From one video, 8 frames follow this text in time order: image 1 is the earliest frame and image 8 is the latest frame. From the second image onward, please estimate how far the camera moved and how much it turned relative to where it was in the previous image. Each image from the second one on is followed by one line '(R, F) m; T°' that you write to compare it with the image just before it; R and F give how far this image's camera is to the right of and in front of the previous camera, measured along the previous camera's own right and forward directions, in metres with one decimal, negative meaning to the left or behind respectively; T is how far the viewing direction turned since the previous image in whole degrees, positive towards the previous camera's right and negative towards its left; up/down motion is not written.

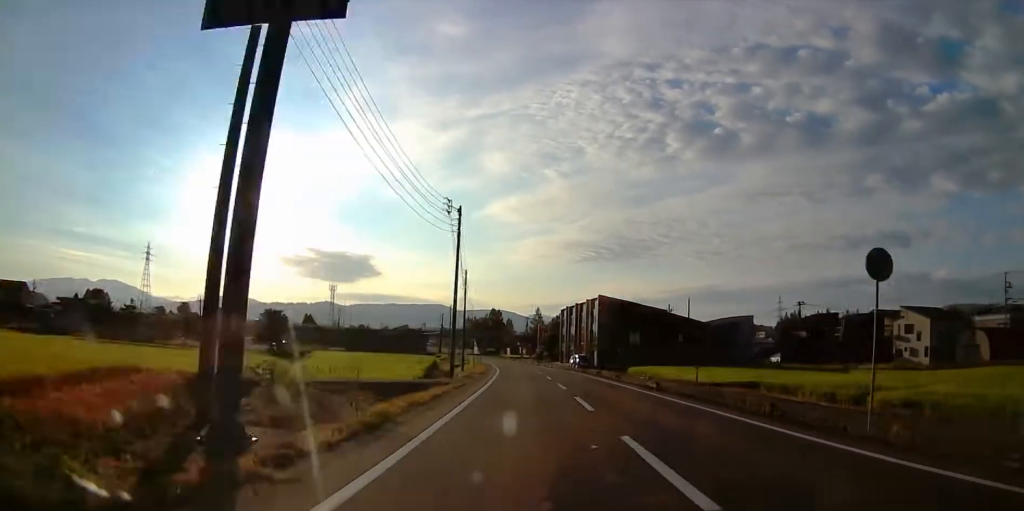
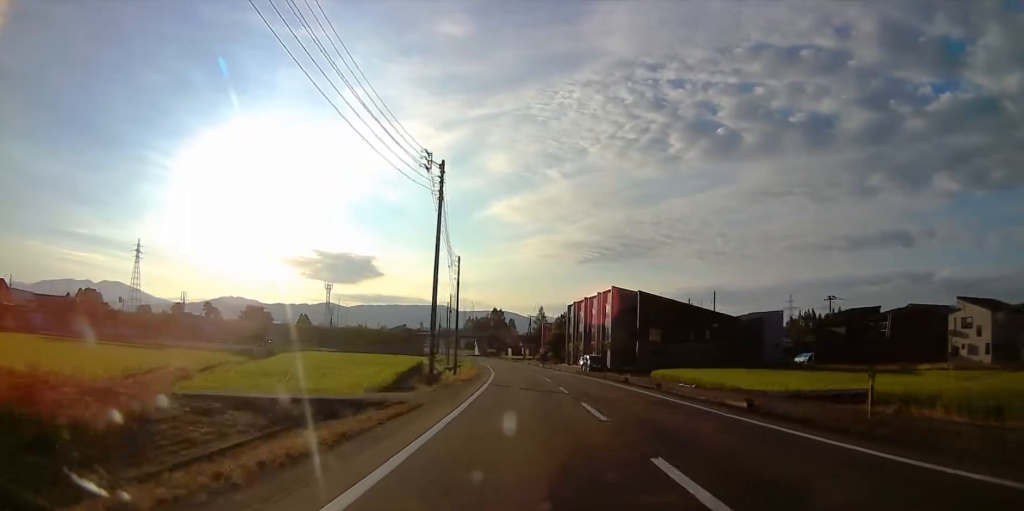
(0.0, +13.0) m; 0°
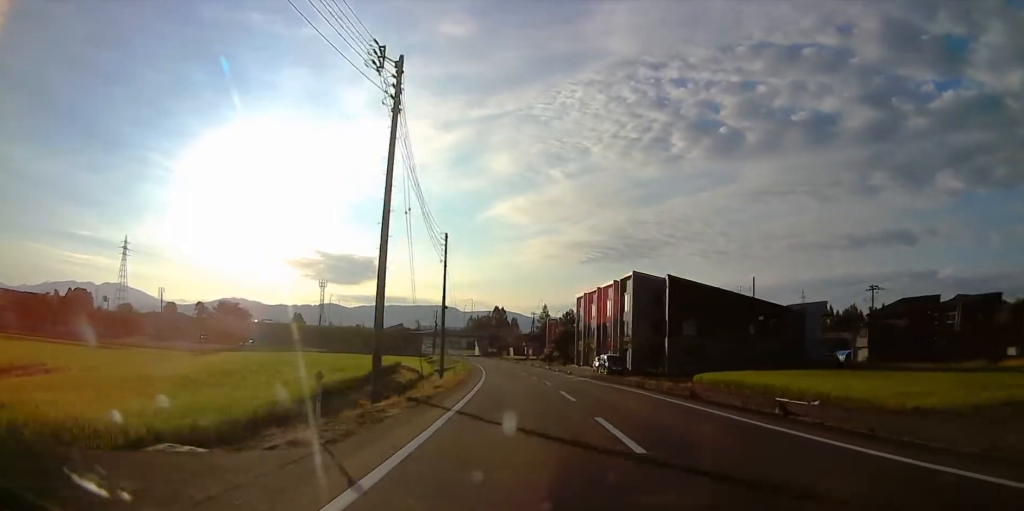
(0.0, +14.2) m; 0°
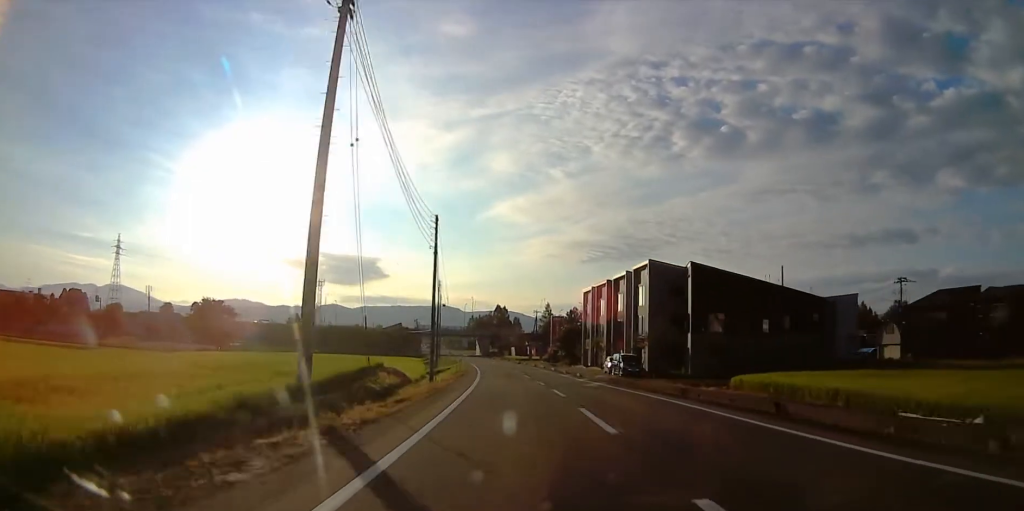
(0.0, +7.8) m; 0°
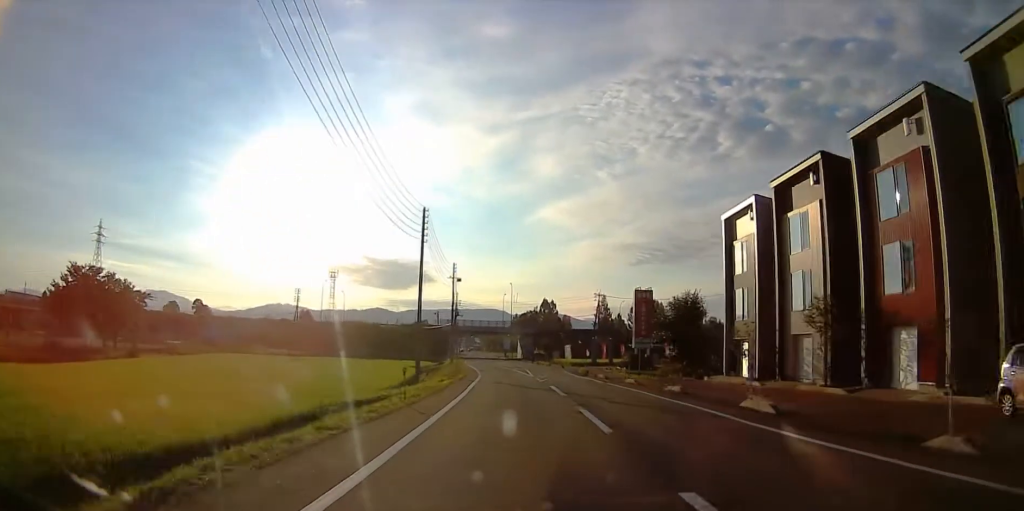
(0.0, +50.2) m; -1°
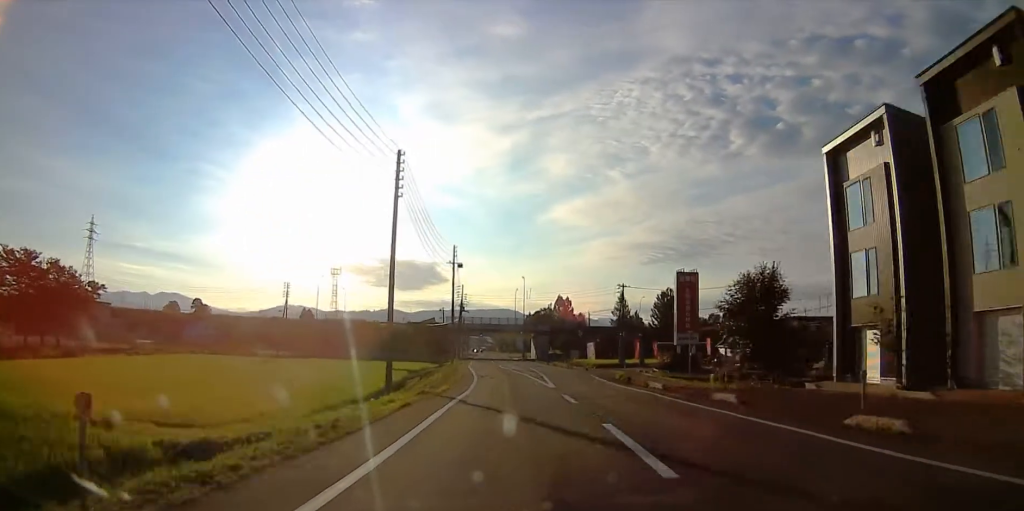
(-0.1, +14.0) m; -2°
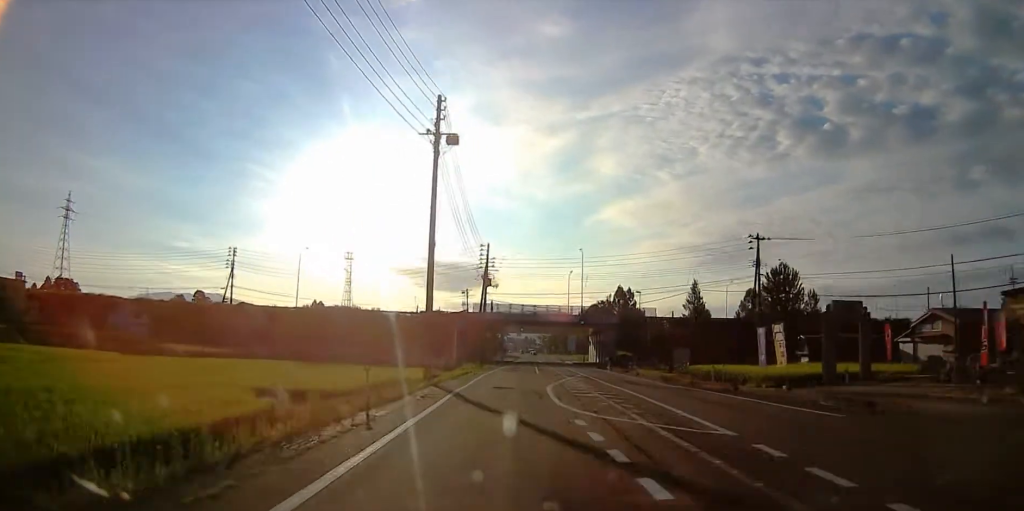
(-3.1, +44.5) m; -5°
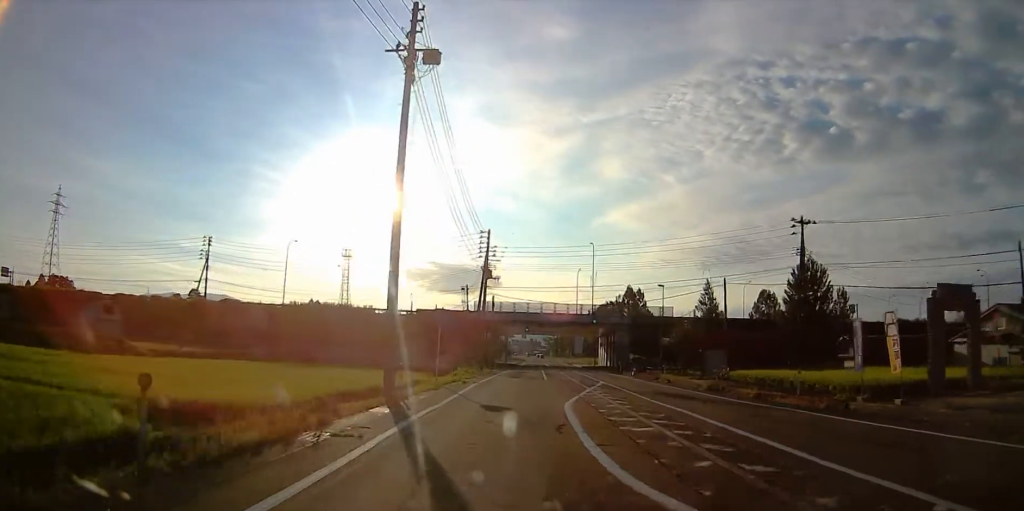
(0.0, +8.9) m; 0°
